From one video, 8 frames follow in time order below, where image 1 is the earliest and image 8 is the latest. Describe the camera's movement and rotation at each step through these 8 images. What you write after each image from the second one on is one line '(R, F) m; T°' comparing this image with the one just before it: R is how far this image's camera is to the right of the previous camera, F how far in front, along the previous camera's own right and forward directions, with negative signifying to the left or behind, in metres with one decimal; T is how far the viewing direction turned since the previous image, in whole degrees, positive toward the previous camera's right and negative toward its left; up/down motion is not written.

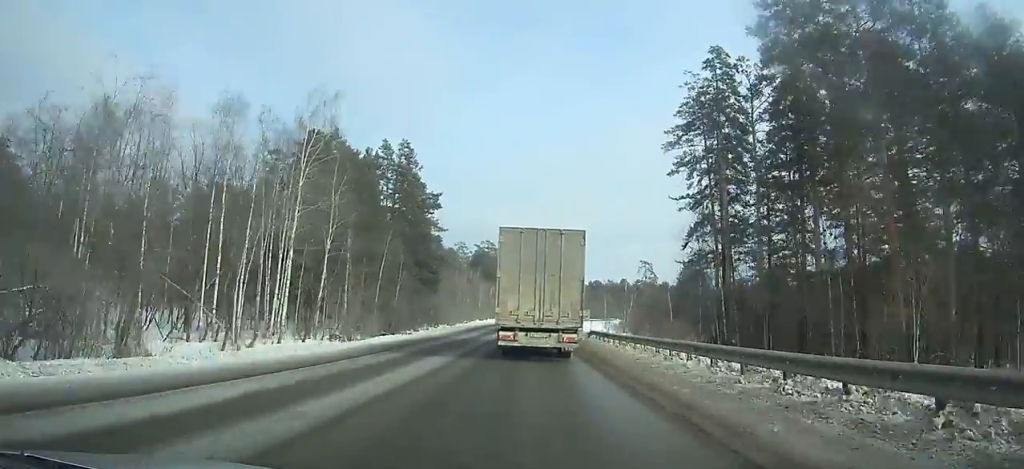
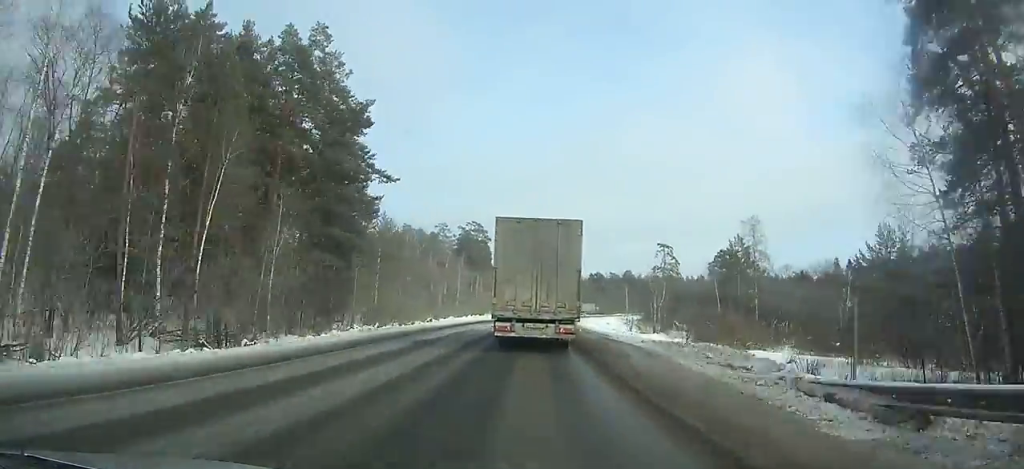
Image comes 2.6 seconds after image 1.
(+0.2, +35.1) m; +1°
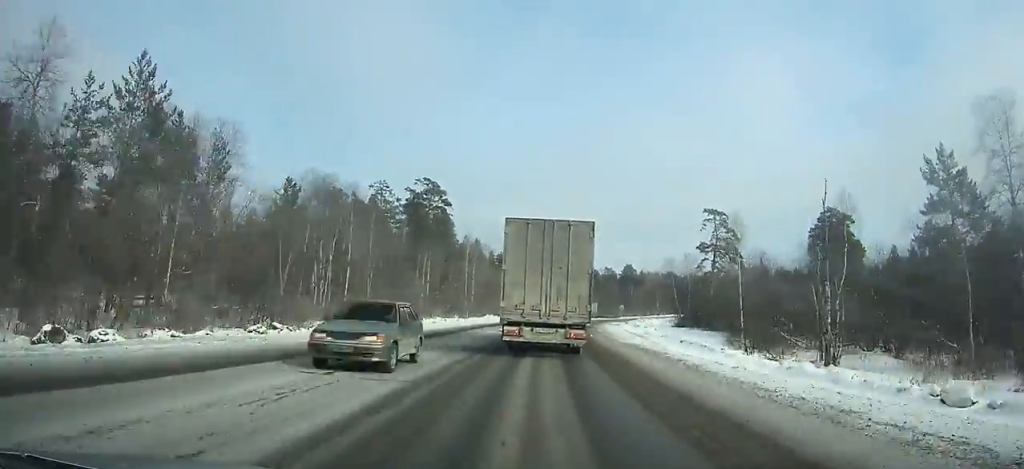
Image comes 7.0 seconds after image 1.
(+1.0, +59.7) m; +3°
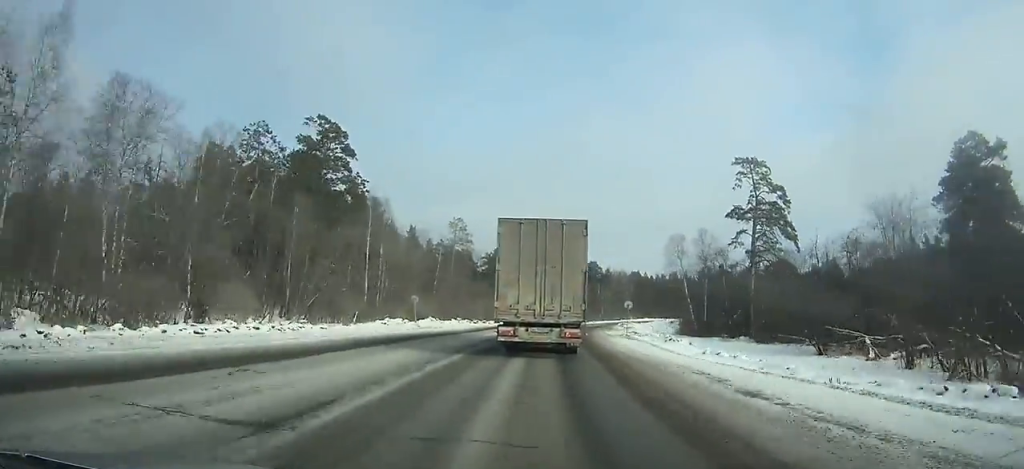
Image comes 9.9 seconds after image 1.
(+1.1, +39.0) m; +4°
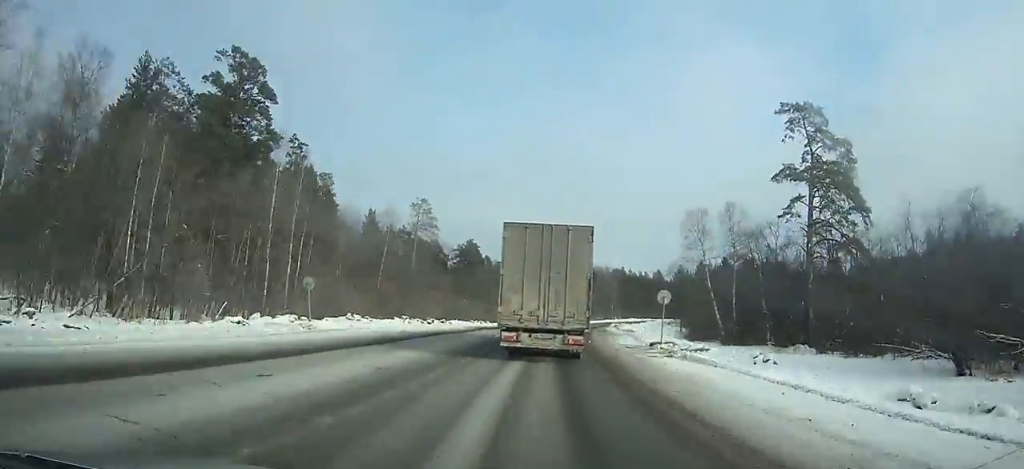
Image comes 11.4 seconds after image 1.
(+0.3, +20.1) m; +3°
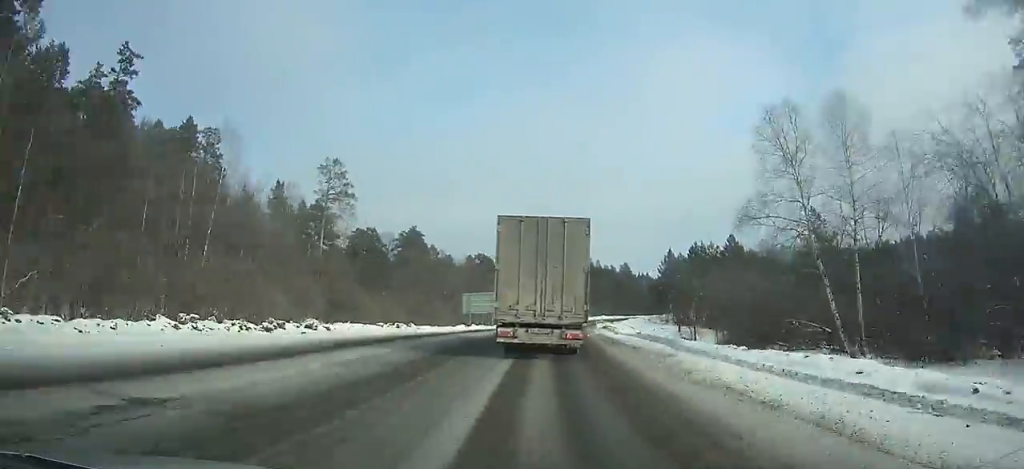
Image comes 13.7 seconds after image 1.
(+1.3, +30.5) m; +3°
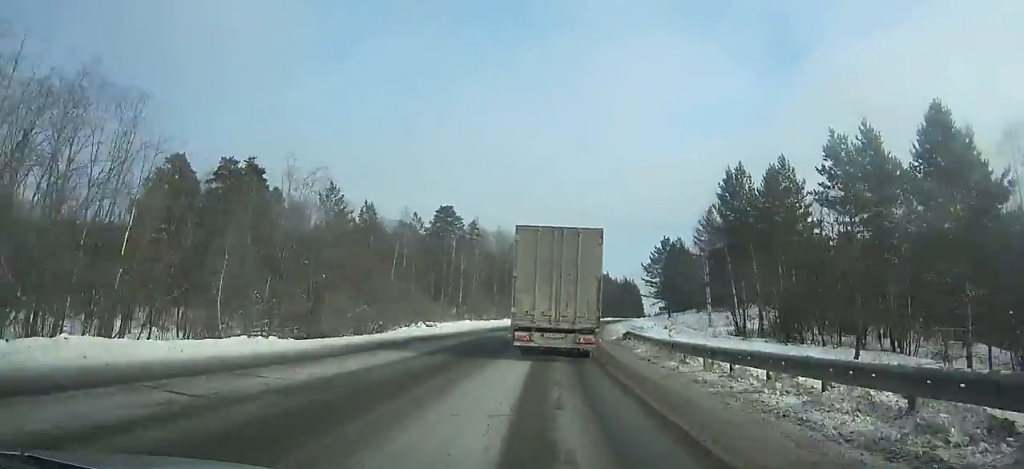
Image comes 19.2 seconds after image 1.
(+4.4, +72.3) m; +7°
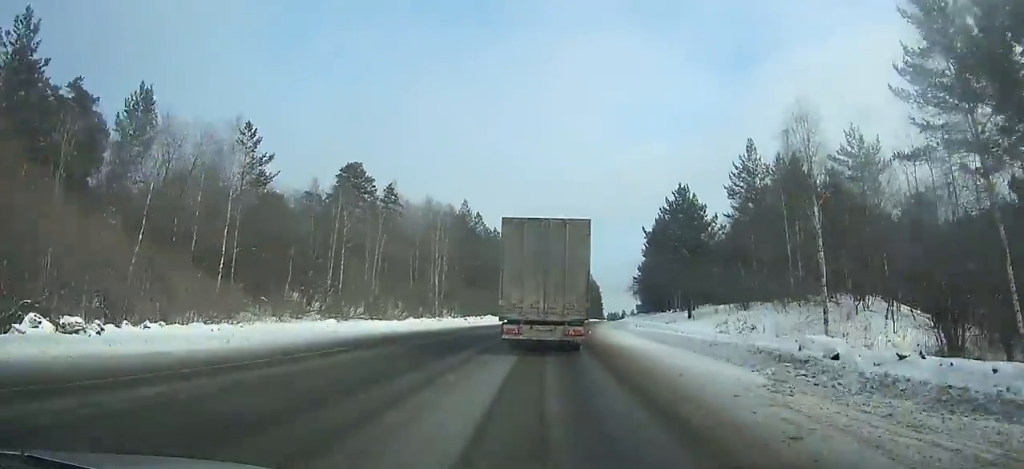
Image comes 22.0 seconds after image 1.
(+1.4, +36.8) m; +4°
